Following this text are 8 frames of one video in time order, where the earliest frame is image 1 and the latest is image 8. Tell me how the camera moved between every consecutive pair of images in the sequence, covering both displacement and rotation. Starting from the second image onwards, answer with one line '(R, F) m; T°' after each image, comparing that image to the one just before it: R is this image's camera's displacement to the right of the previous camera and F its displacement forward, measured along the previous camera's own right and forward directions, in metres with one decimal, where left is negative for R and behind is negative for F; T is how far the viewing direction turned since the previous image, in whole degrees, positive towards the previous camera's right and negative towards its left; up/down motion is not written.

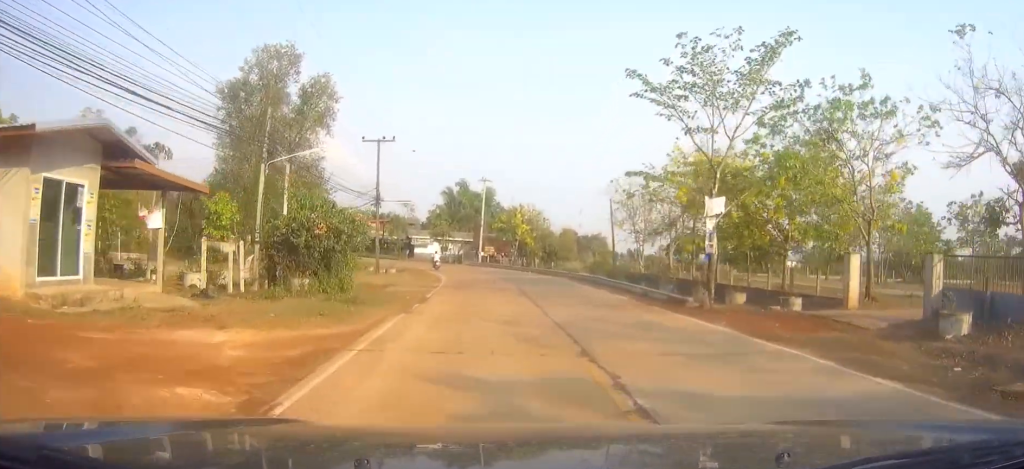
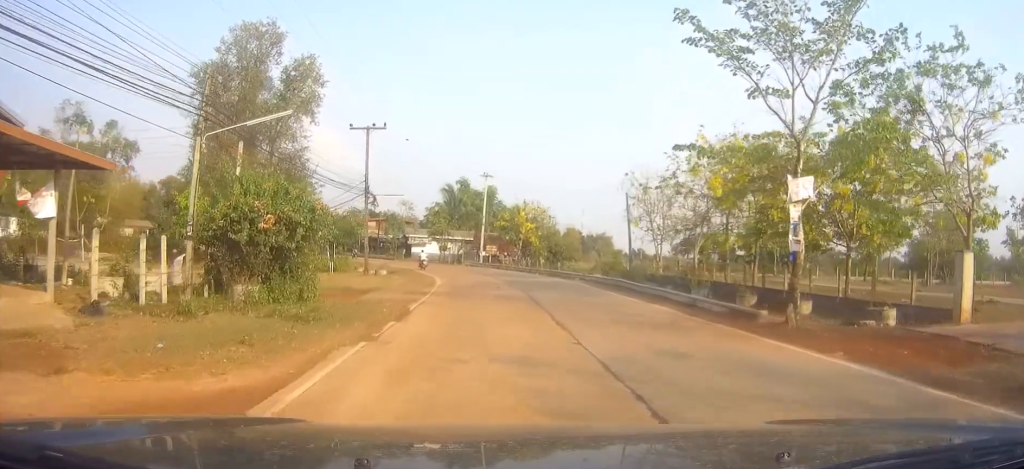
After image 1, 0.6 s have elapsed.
(0.0, +5.8) m; -1°
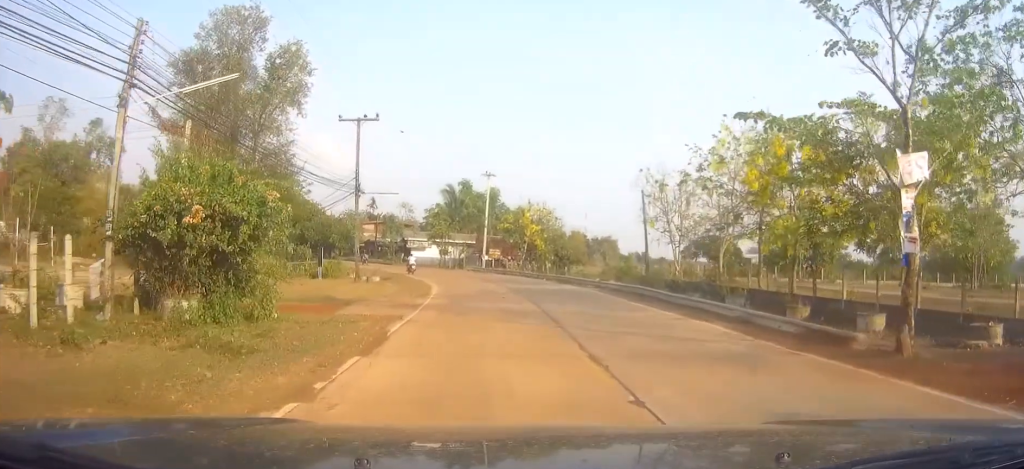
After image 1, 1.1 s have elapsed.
(0.0, +4.3) m; -1°
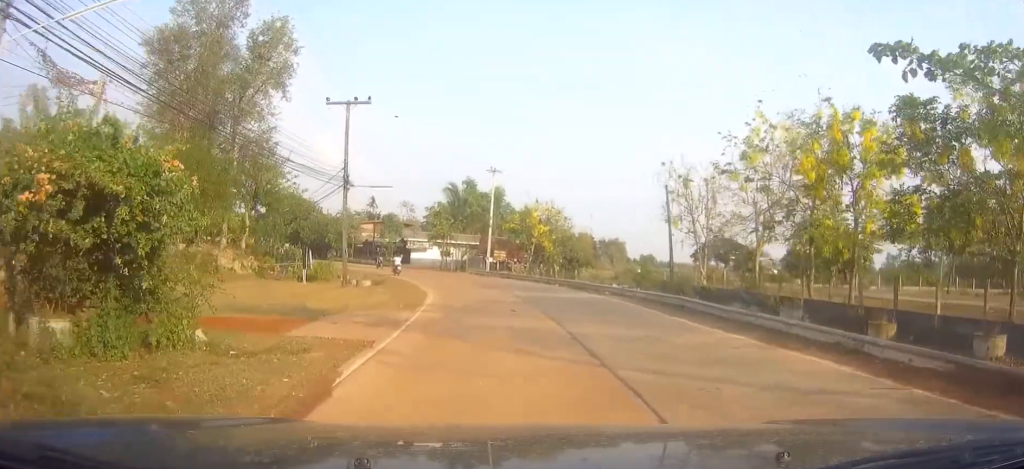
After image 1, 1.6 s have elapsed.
(-0.1, +4.8) m; -1°
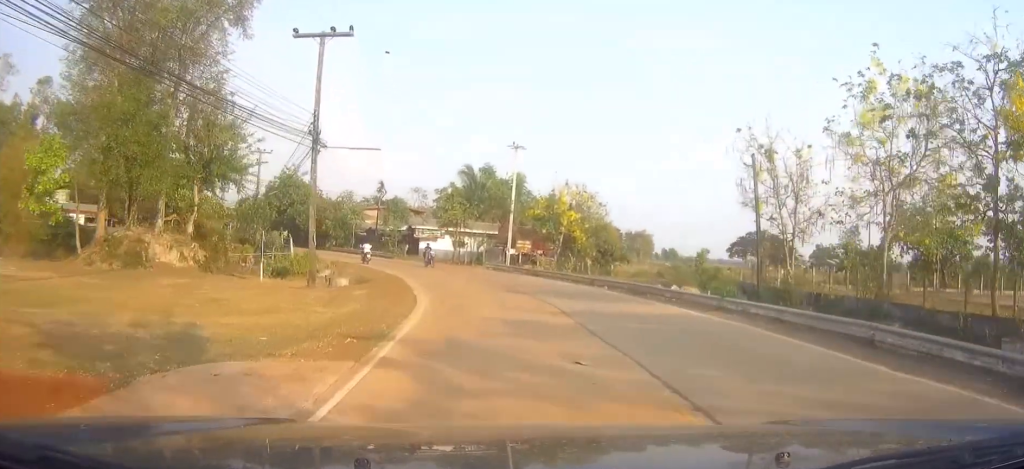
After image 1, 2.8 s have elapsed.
(-0.3, +10.8) m; -2°
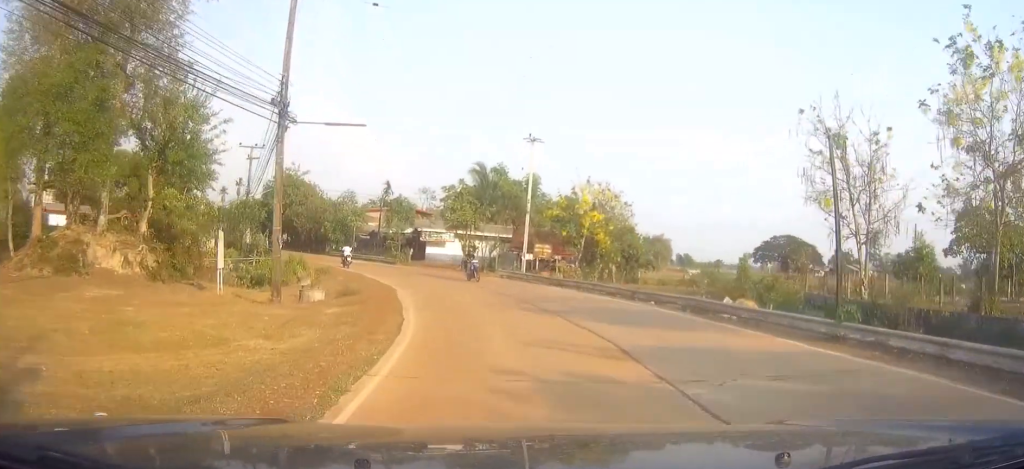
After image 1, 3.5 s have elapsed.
(0.0, +6.2) m; -1°
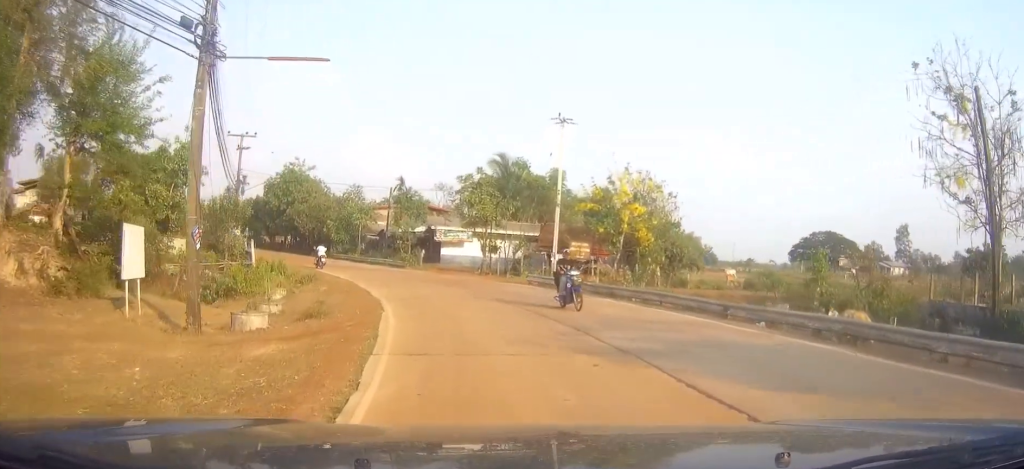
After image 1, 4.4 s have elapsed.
(0.0, +7.7) m; -2°
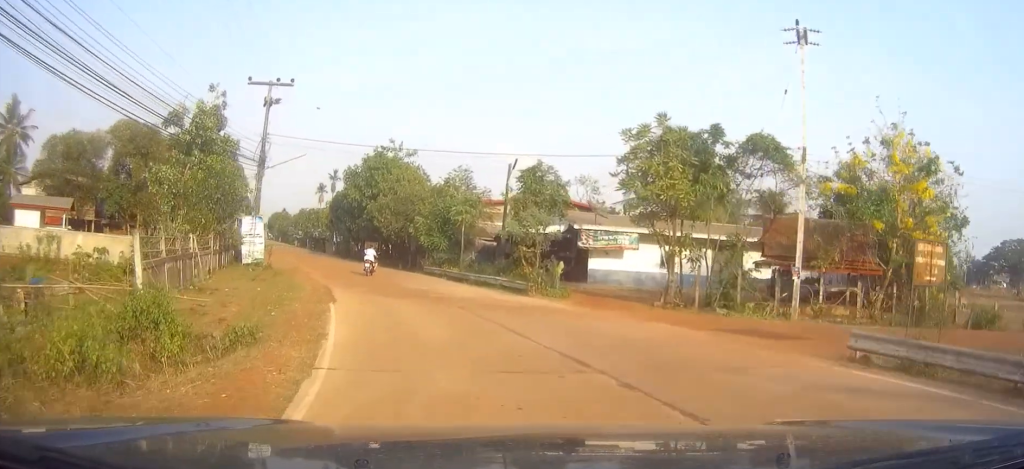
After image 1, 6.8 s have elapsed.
(-2.0, +21.0) m; -14°
